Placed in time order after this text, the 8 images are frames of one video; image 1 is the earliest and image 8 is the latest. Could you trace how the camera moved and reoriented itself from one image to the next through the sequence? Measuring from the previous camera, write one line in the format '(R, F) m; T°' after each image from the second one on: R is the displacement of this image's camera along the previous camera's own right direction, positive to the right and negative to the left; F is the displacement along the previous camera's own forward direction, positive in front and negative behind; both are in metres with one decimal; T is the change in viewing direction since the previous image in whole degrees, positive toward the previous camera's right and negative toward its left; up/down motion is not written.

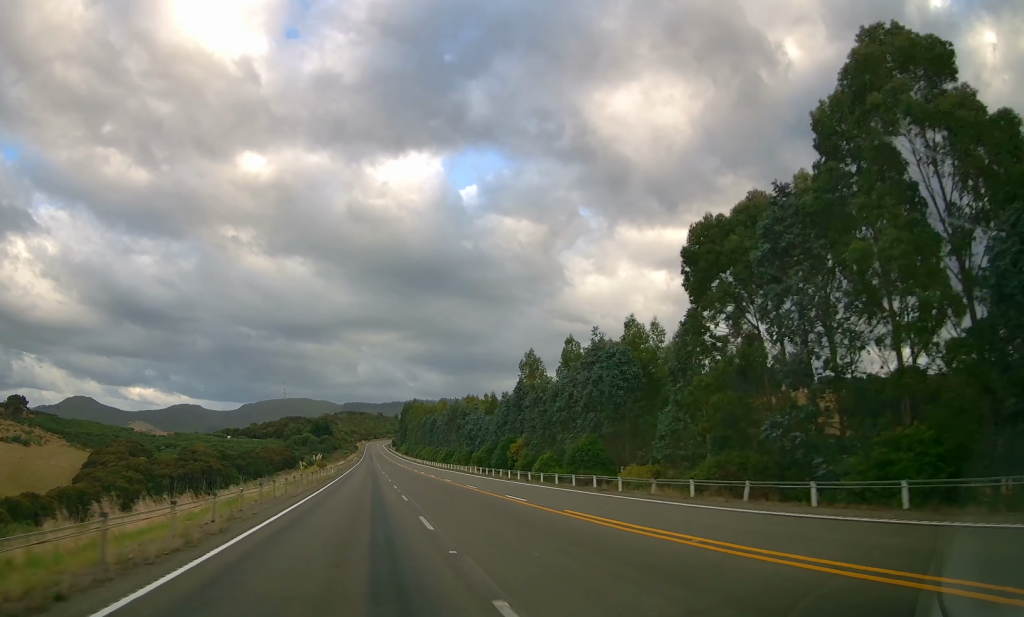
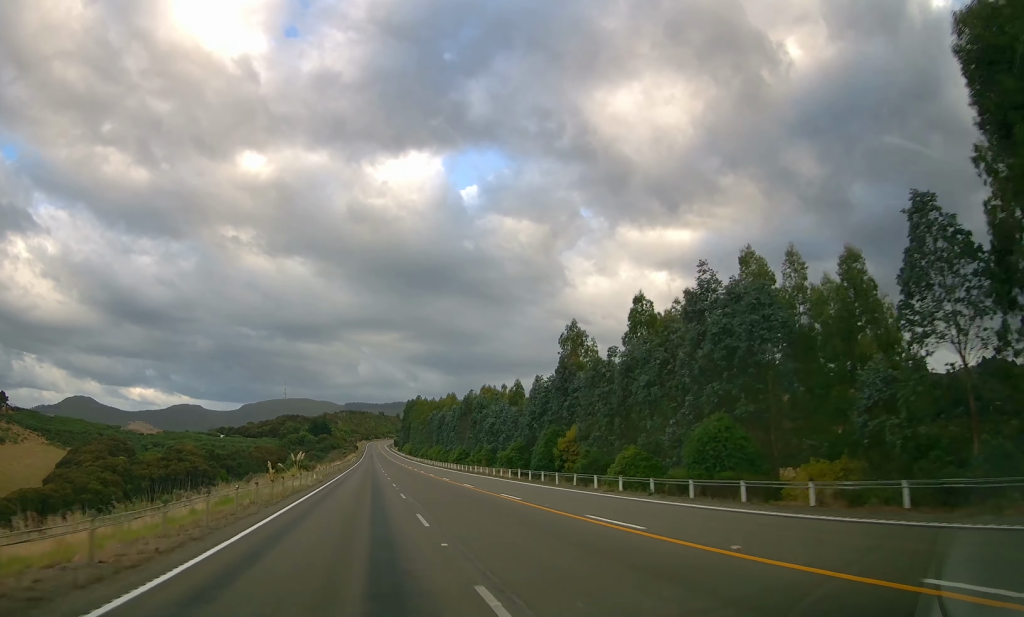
(-0.5, +19.2) m; 0°
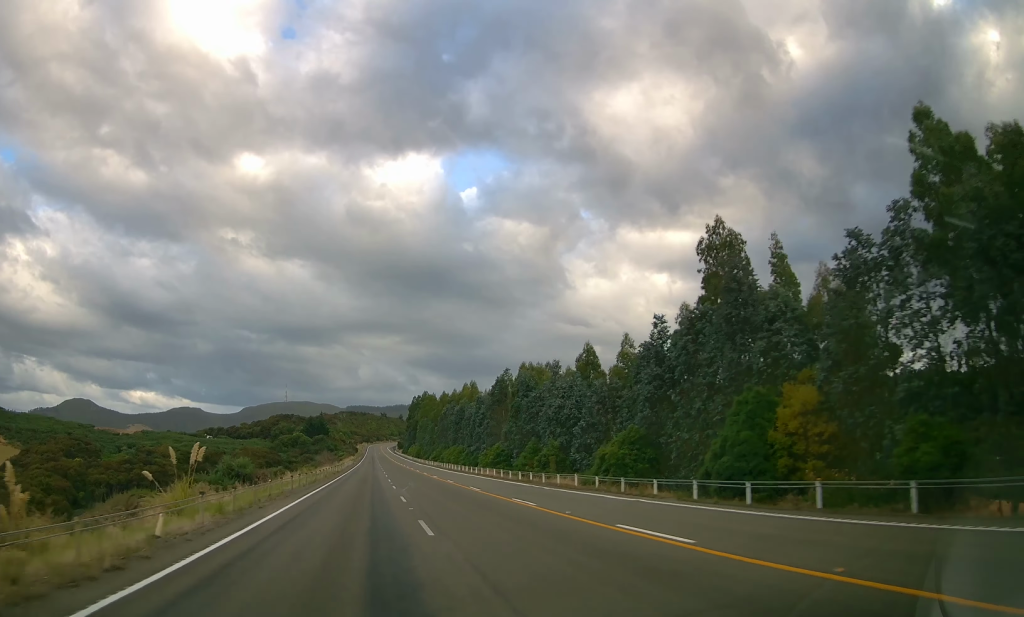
(+1.2, +32.1) m; +2°
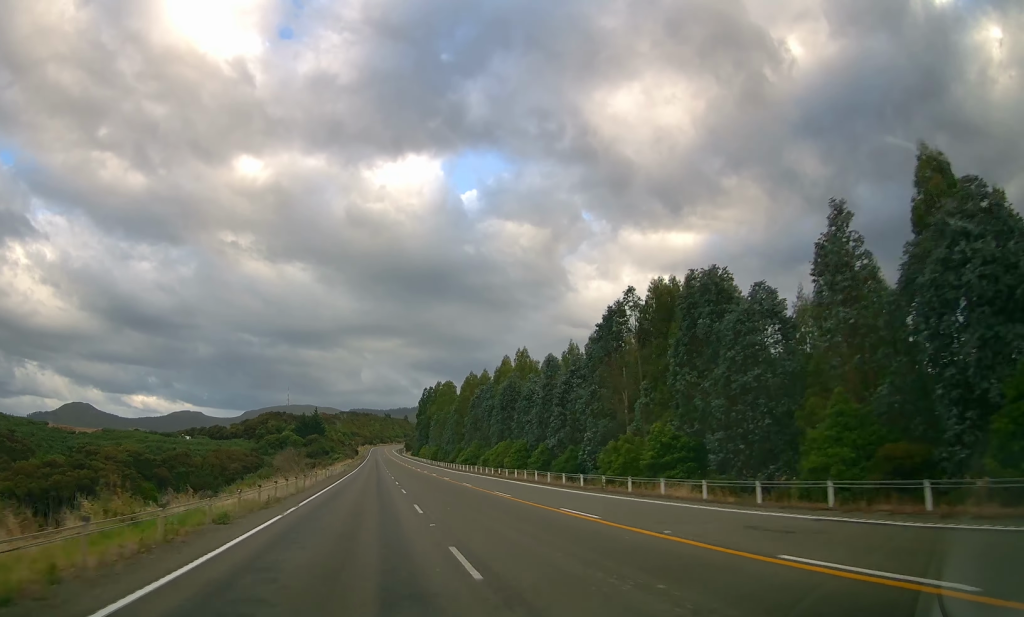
(+0.1, +44.8) m; 0°
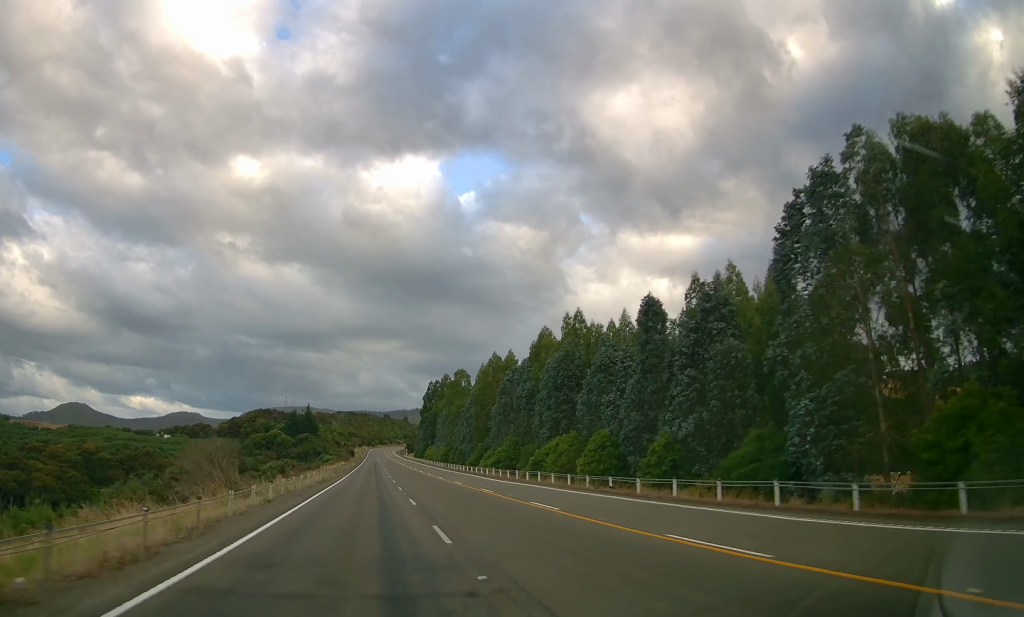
(0.0, +26.4) m; 0°
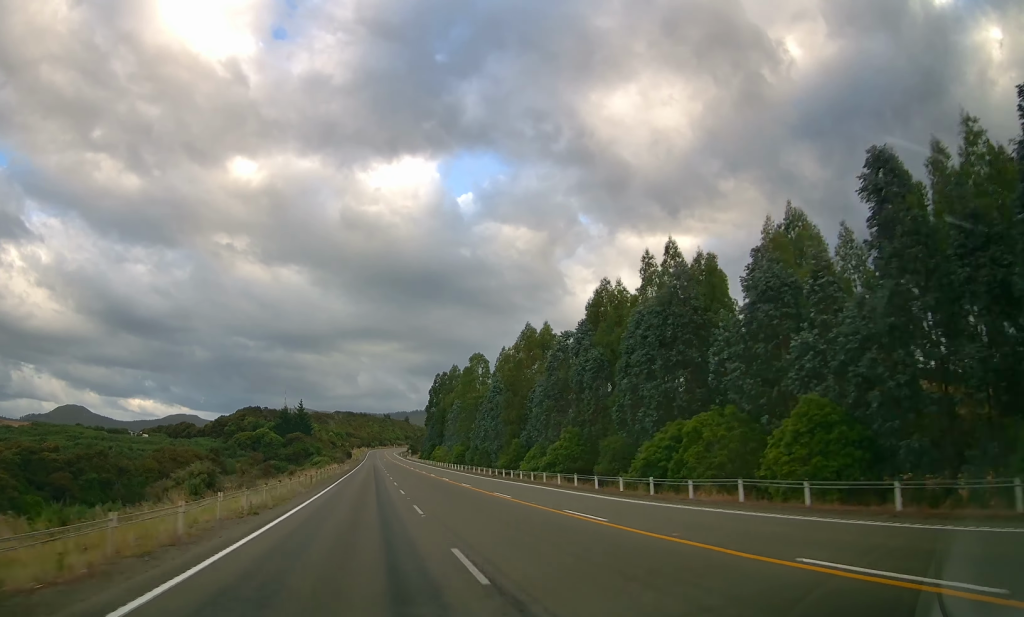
(0.0, +23.5) m; -2°
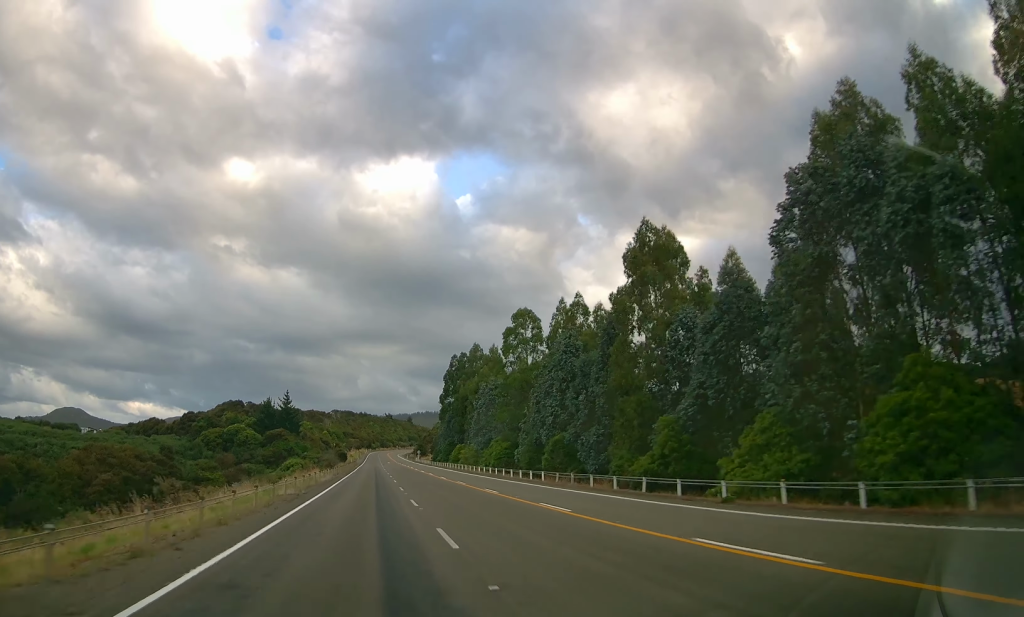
(-1.2, +36.7) m; 0°
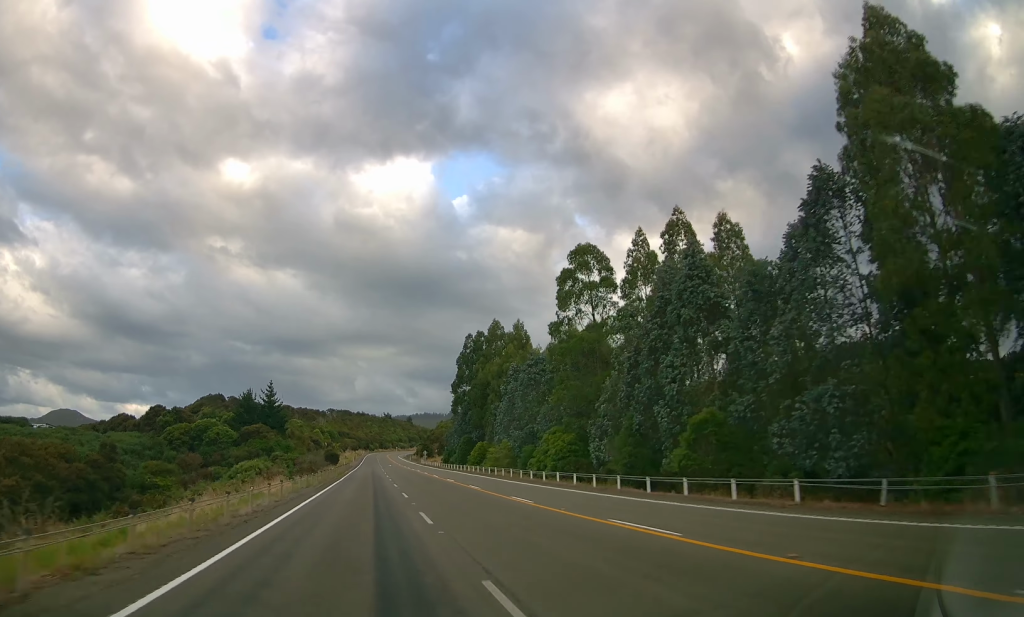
(+1.0, +25.7) m; +2°
